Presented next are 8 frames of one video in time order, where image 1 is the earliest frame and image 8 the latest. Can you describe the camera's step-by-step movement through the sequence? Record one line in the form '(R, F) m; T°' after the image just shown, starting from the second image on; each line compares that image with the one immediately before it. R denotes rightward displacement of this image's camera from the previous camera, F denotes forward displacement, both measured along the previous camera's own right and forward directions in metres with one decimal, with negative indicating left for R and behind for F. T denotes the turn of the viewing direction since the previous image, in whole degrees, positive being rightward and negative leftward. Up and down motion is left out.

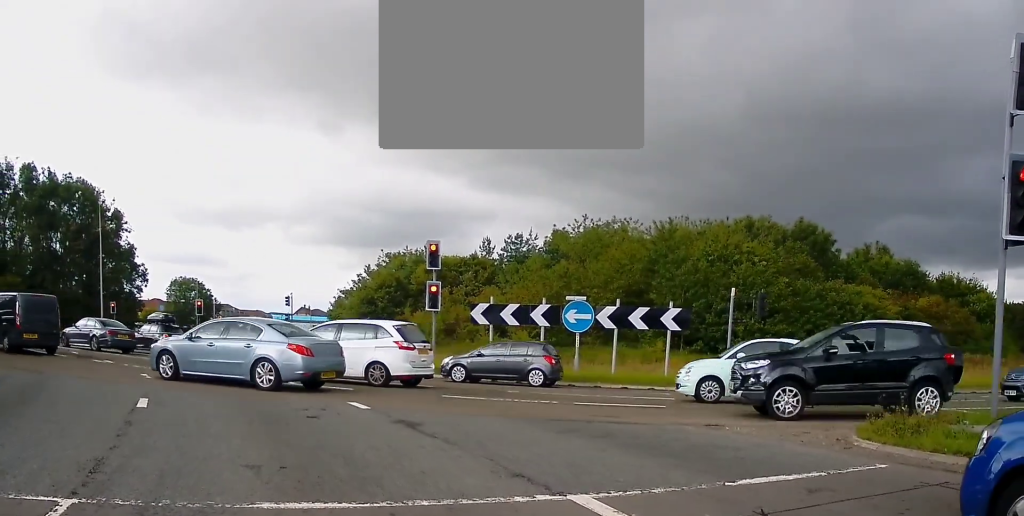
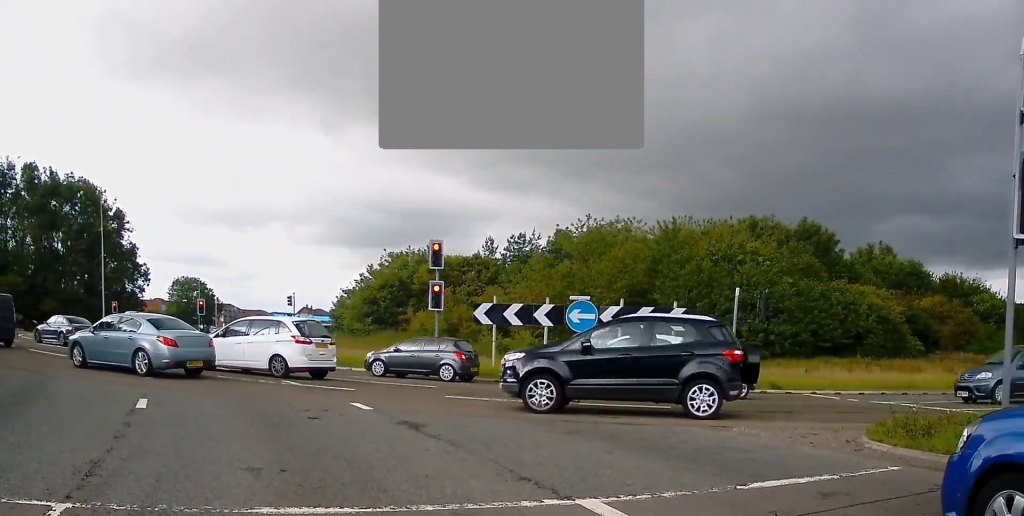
(-0.1, +0.2) m; 0°
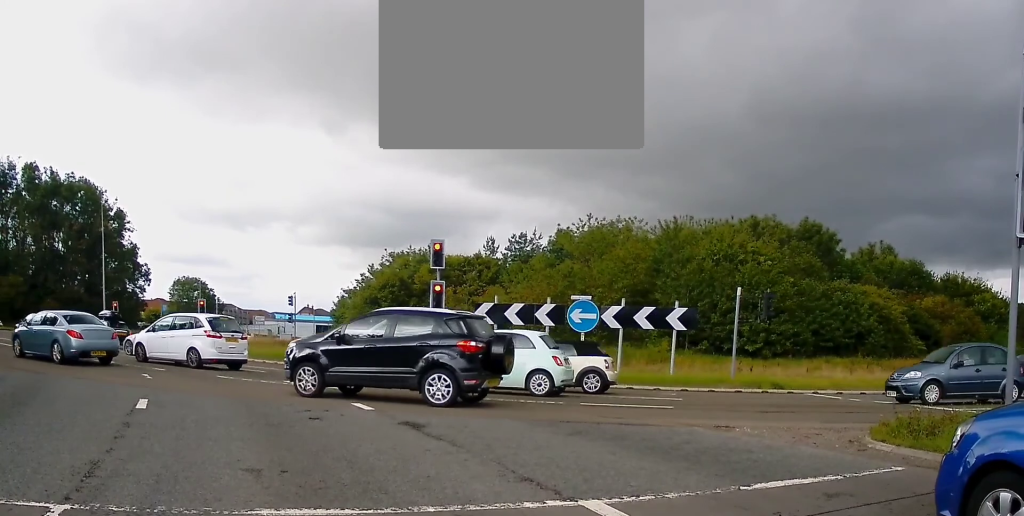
(-0.1, +0.2) m; 0°
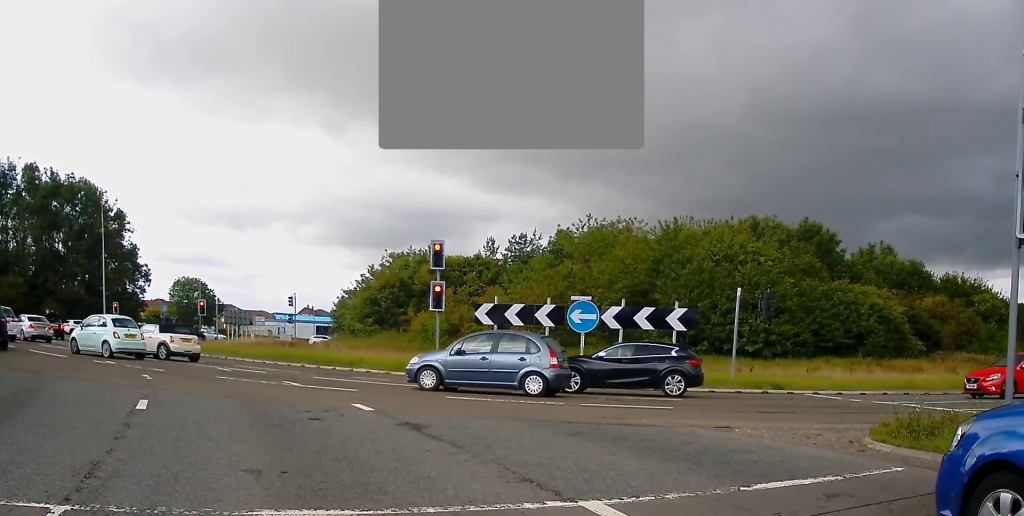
(0.0, 0.0) m; 0°
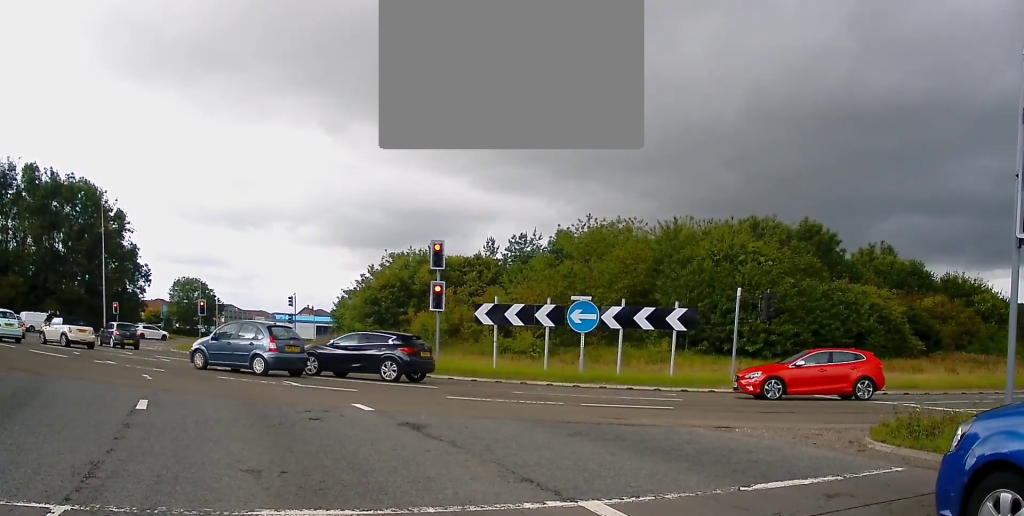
(0.0, 0.0) m; 0°
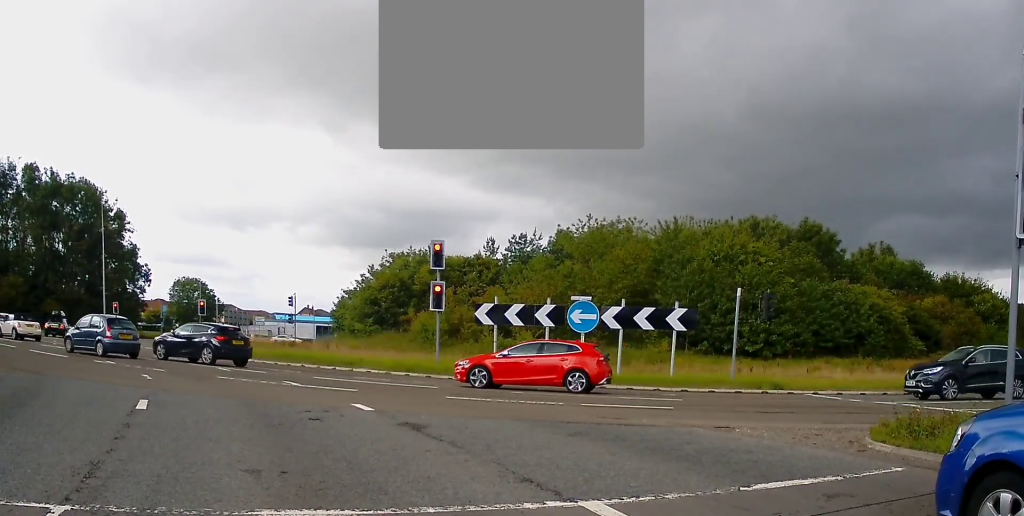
(0.0, 0.0) m; 0°
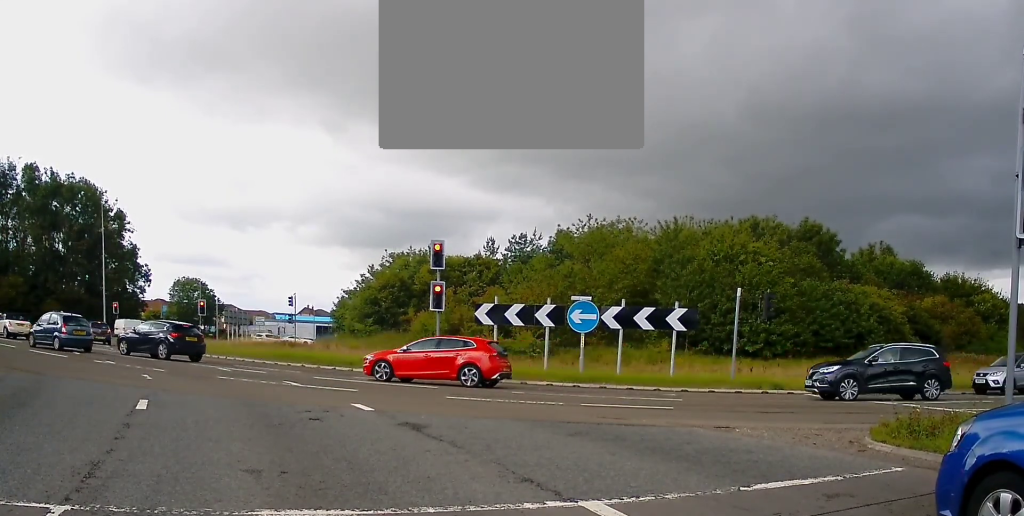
(0.0, 0.0) m; 0°
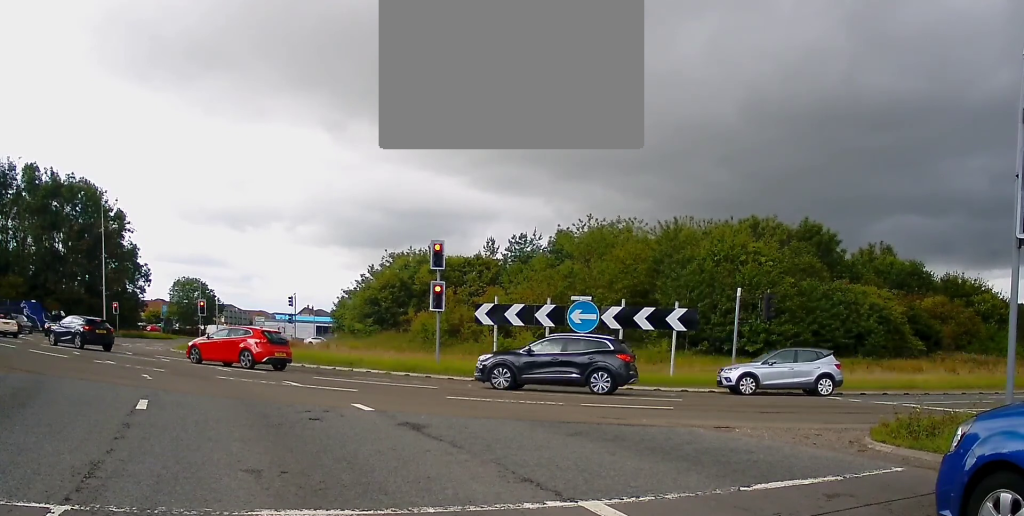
(0.0, 0.0) m; 0°
